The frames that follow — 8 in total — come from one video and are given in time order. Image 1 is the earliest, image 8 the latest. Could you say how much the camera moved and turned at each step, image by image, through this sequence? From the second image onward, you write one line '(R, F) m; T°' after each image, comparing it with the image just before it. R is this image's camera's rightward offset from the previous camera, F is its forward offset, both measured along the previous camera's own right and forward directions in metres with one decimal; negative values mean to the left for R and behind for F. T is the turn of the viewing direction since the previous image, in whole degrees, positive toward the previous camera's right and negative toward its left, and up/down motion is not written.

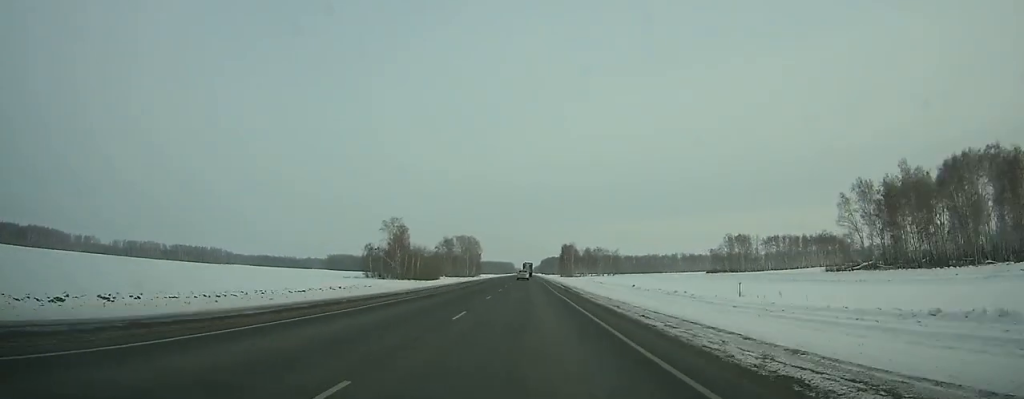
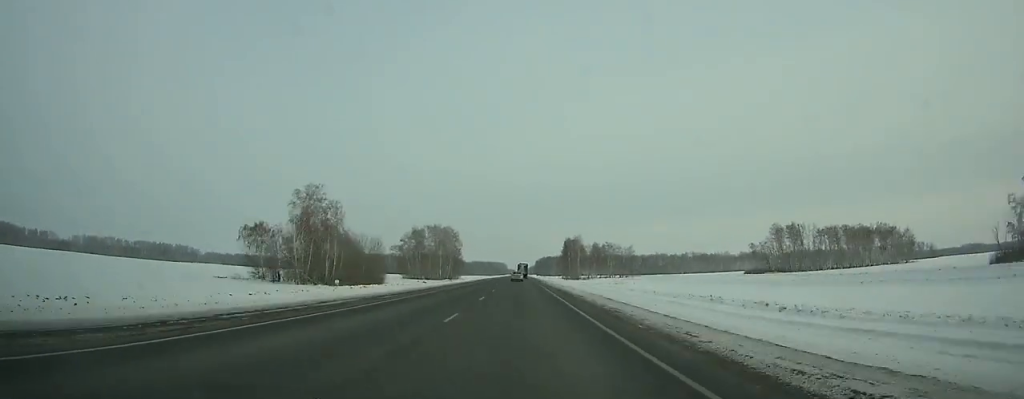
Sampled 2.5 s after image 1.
(0.0, +72.9) m; 0°
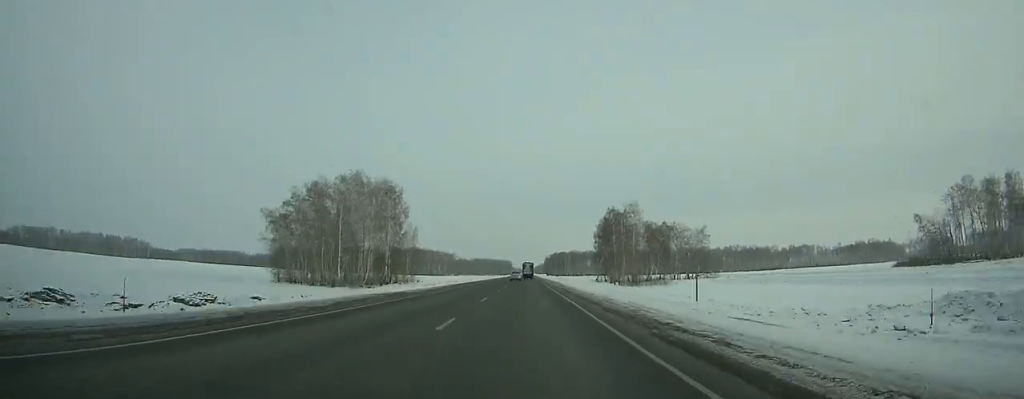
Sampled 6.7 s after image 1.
(-0.3, +122.9) m; 0°
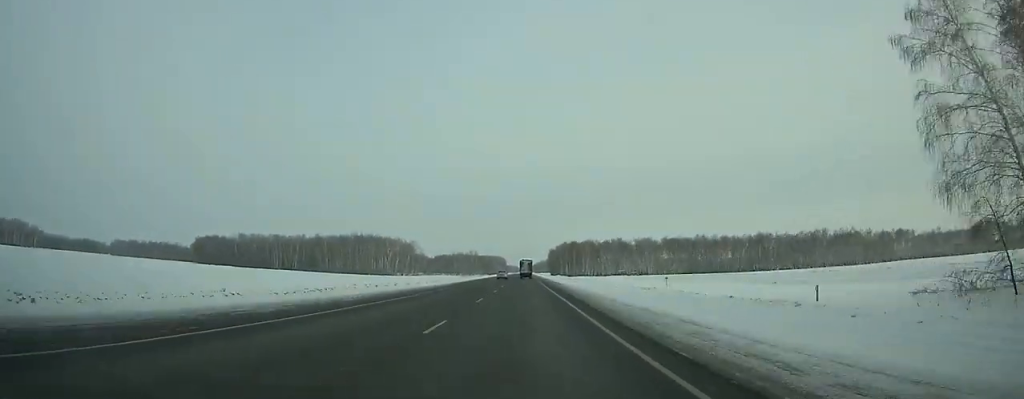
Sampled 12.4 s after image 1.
(+0.1, +169.8) m; 0°
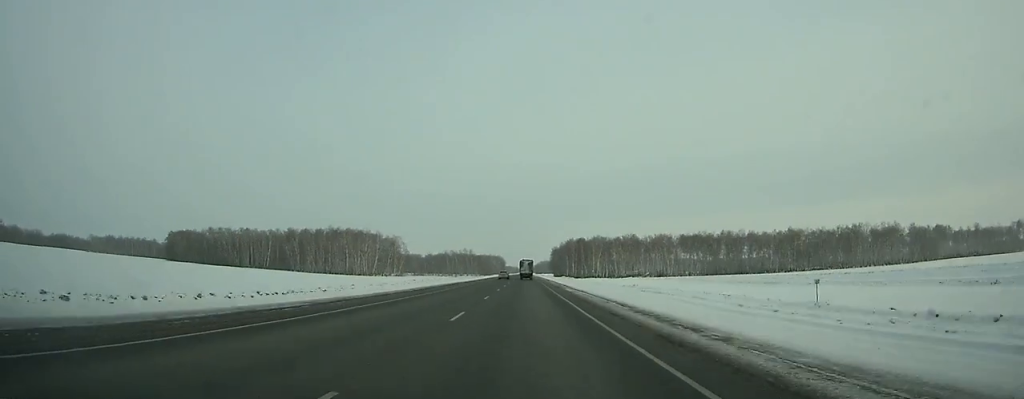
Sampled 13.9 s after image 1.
(-0.1, +45.7) m; 0°
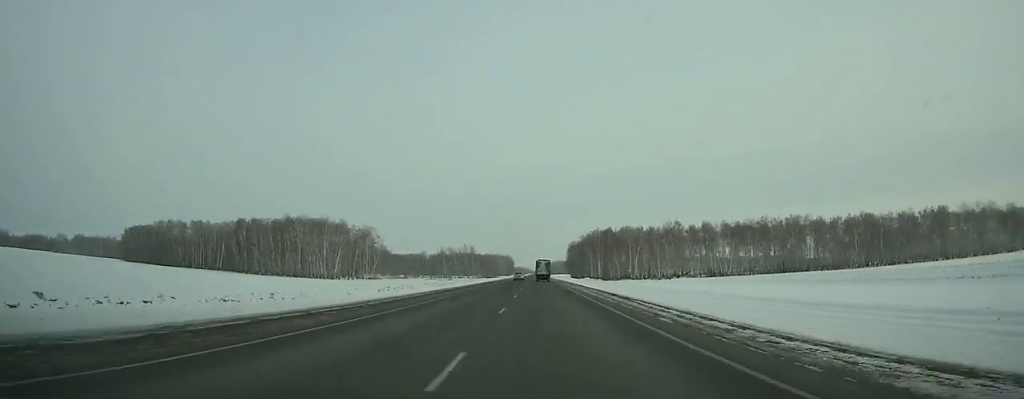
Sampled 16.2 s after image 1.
(-0.2, +70.9) m; 0°
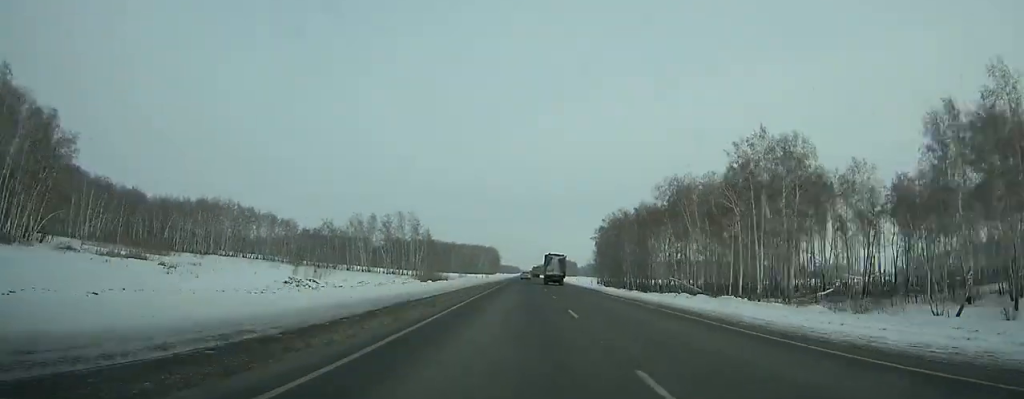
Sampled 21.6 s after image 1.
(+0.9, +172.9) m; +1°
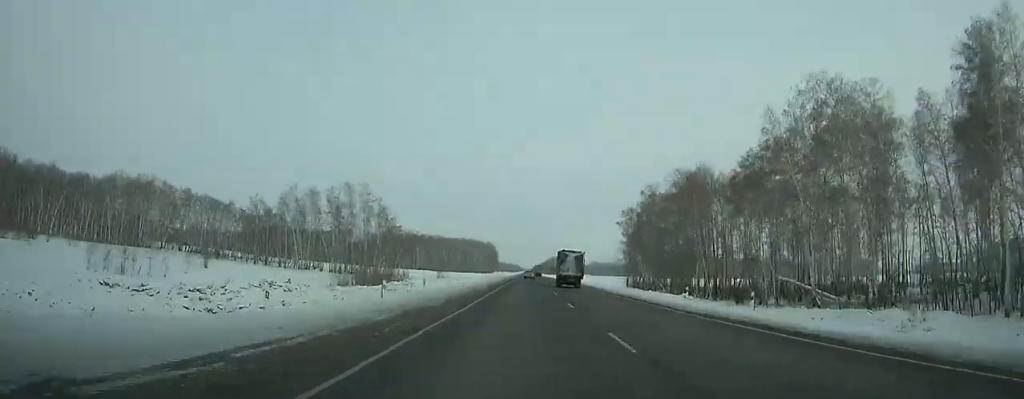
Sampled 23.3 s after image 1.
(+0.2, +55.6) m; 0°
